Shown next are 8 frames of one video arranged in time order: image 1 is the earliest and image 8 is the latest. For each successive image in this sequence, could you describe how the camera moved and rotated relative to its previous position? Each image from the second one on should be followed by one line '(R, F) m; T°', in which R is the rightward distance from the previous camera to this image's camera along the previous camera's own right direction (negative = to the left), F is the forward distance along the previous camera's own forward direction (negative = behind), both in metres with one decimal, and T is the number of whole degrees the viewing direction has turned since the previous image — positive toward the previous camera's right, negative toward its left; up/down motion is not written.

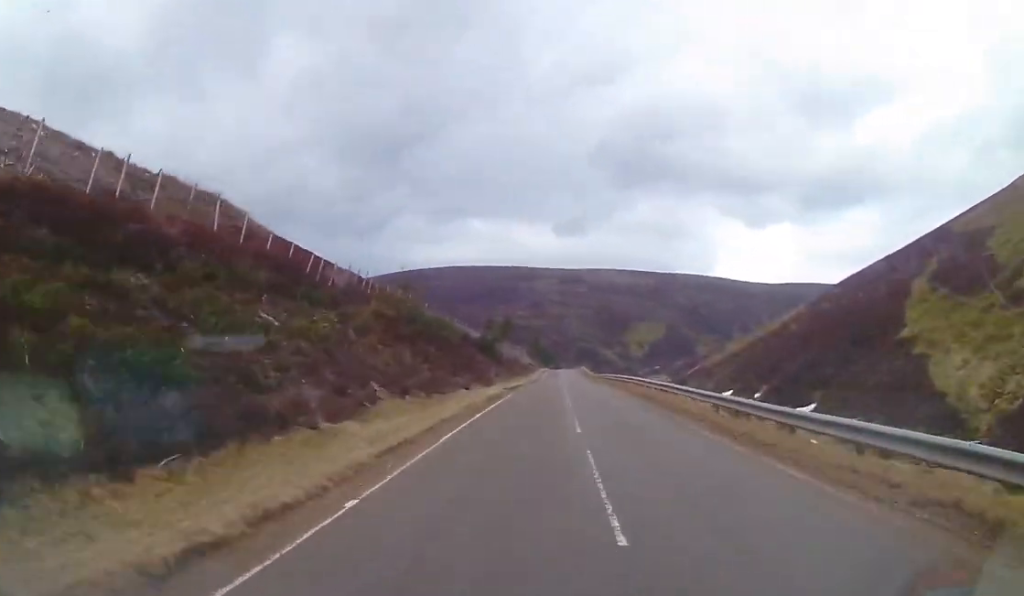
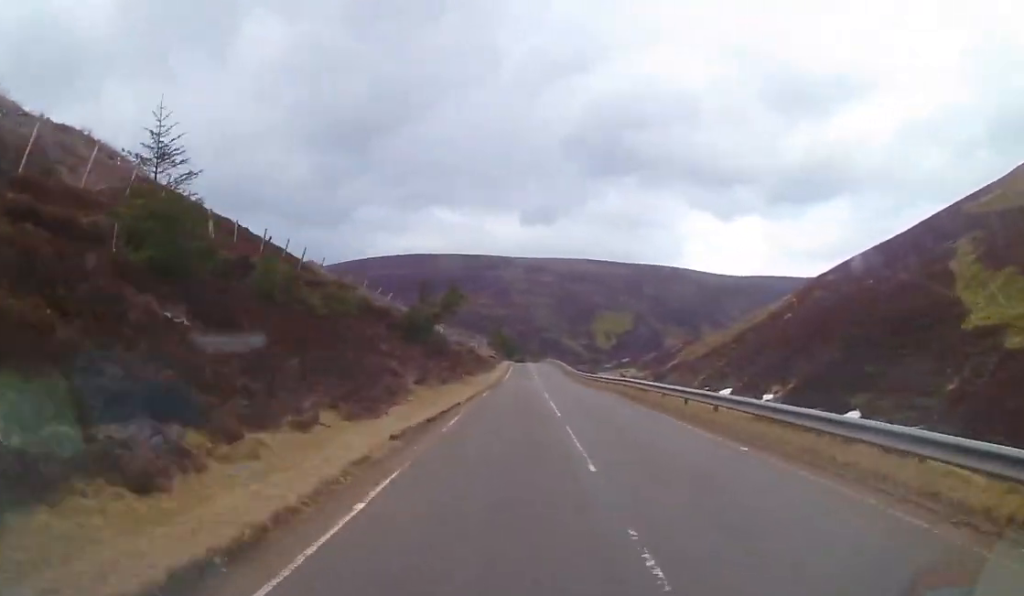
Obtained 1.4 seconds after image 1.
(+1.0, +24.3) m; +3°
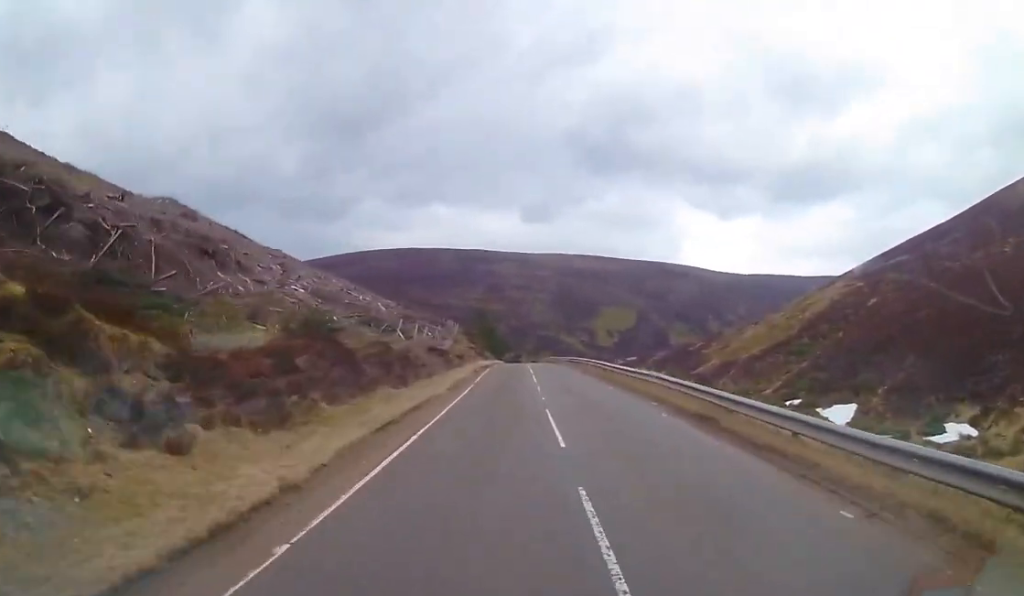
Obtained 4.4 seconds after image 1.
(+1.4, +52.5) m; +1°
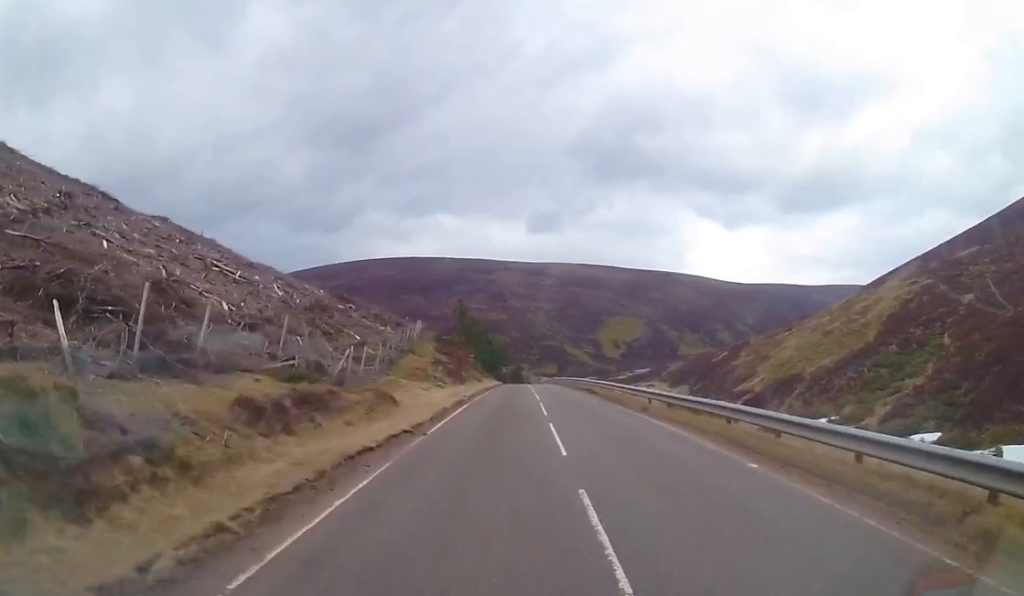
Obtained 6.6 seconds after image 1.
(-0.7, +36.4) m; -1°
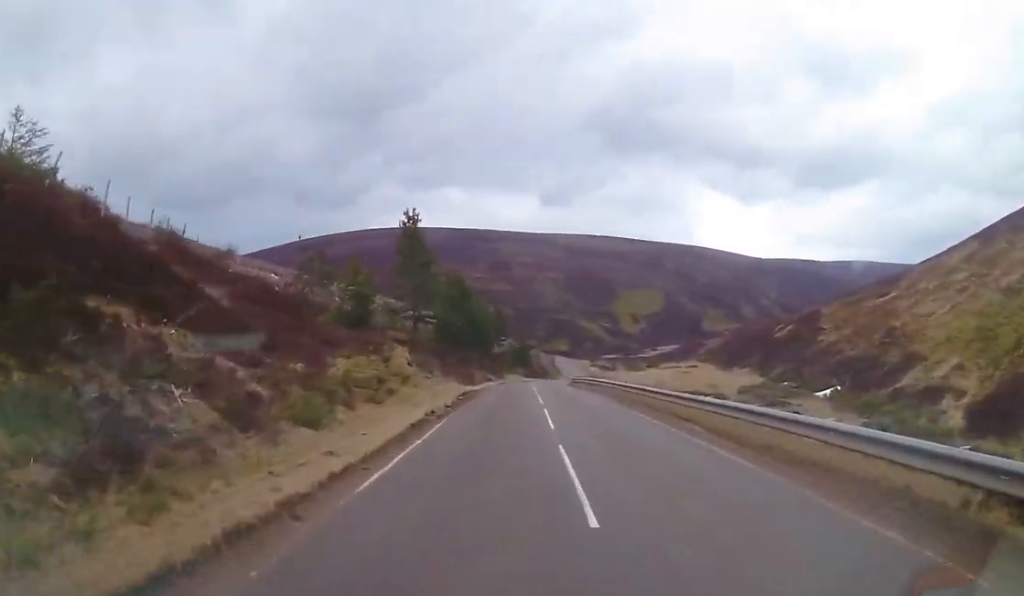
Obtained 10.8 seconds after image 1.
(+0.4, +70.8) m; +2°
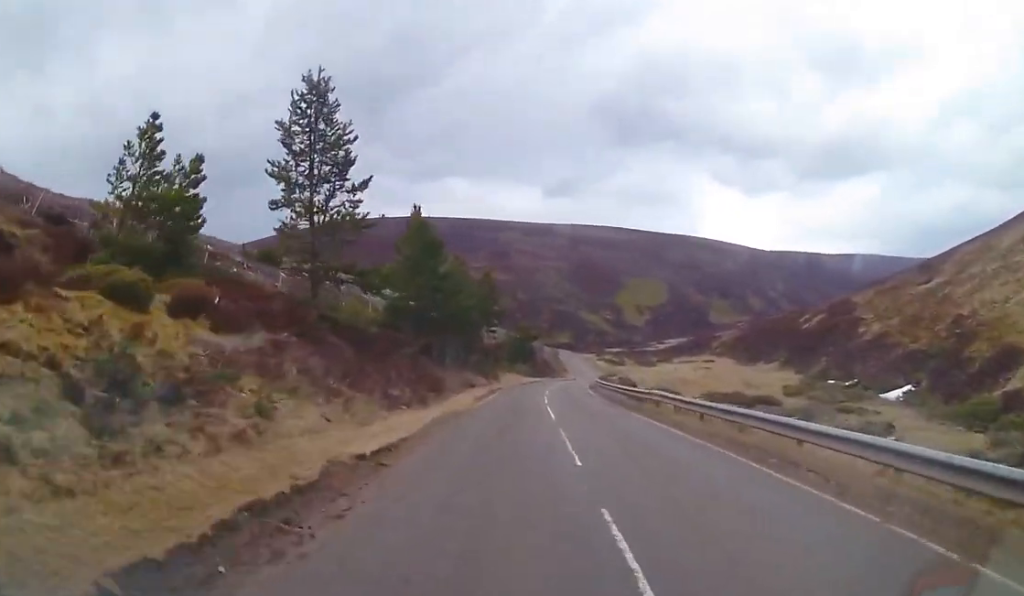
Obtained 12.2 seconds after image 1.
(-0.1, +24.6) m; +2°
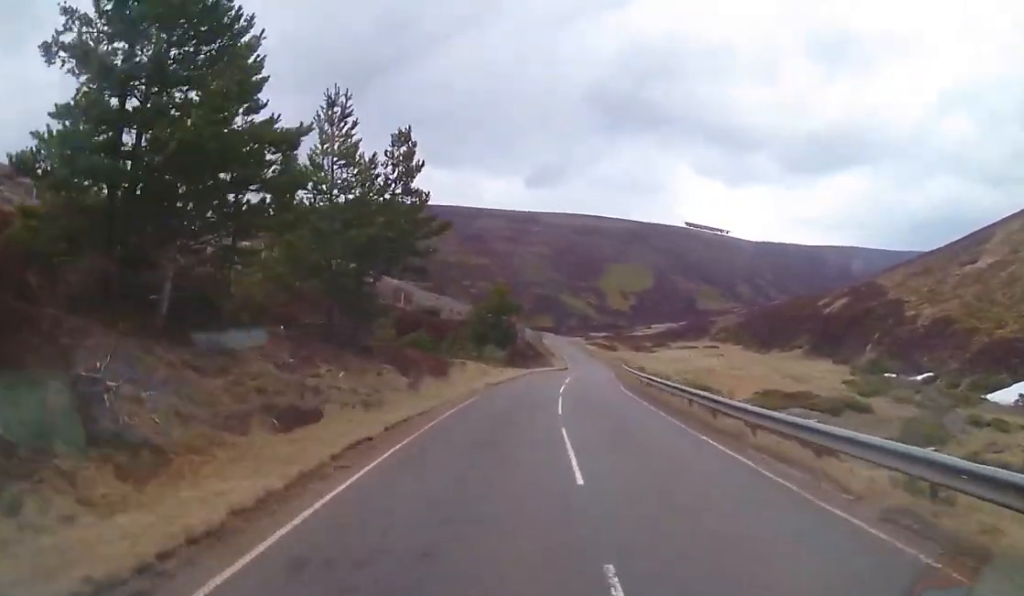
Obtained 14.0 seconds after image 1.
(+0.8, +30.3) m; +2°
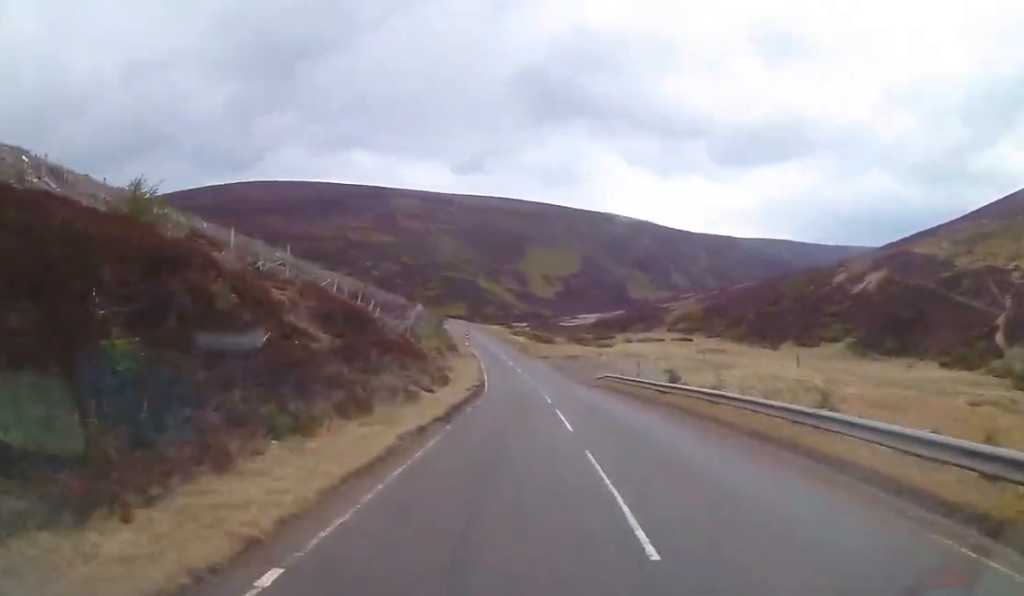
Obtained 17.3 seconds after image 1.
(+2.5, +58.5) m; +2°
